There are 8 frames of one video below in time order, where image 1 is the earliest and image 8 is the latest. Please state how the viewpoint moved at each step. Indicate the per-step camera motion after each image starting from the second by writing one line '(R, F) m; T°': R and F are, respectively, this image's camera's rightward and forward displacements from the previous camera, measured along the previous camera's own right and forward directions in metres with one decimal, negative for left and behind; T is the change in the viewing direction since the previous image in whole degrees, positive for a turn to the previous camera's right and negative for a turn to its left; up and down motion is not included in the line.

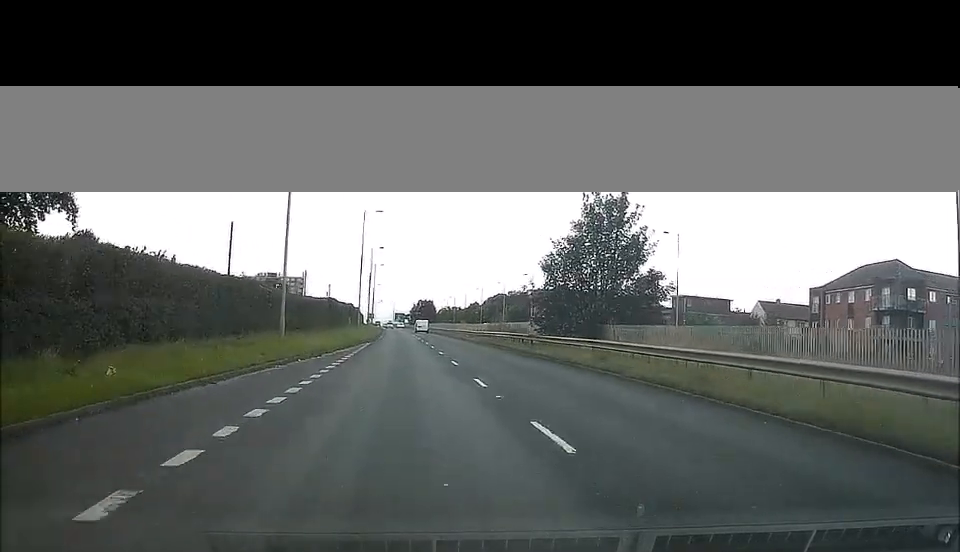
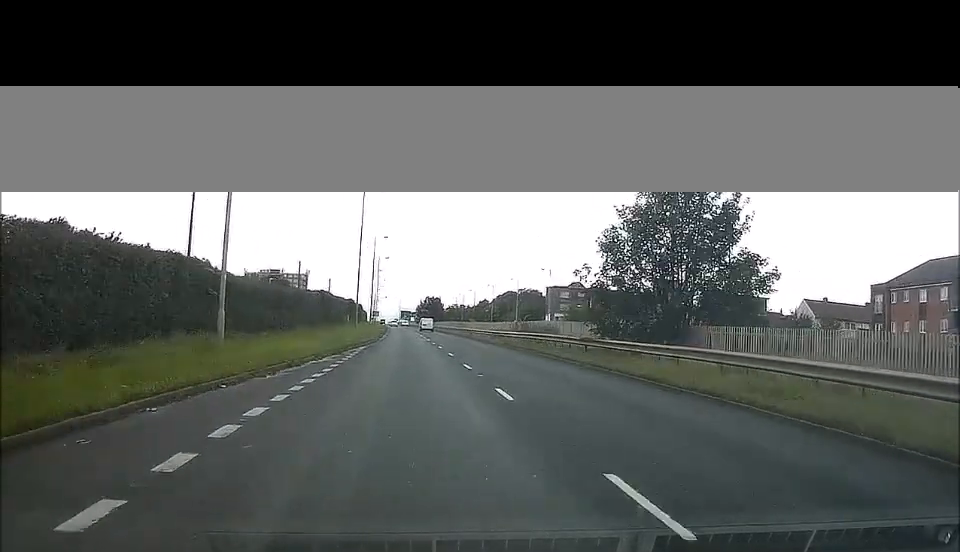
(+0.1, +12.4) m; 0°
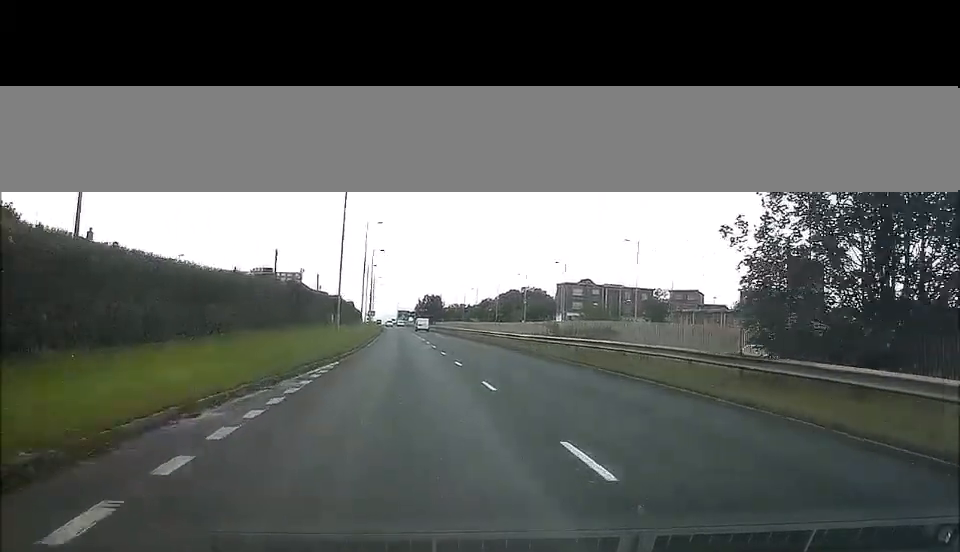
(-0.1, +16.0) m; 0°
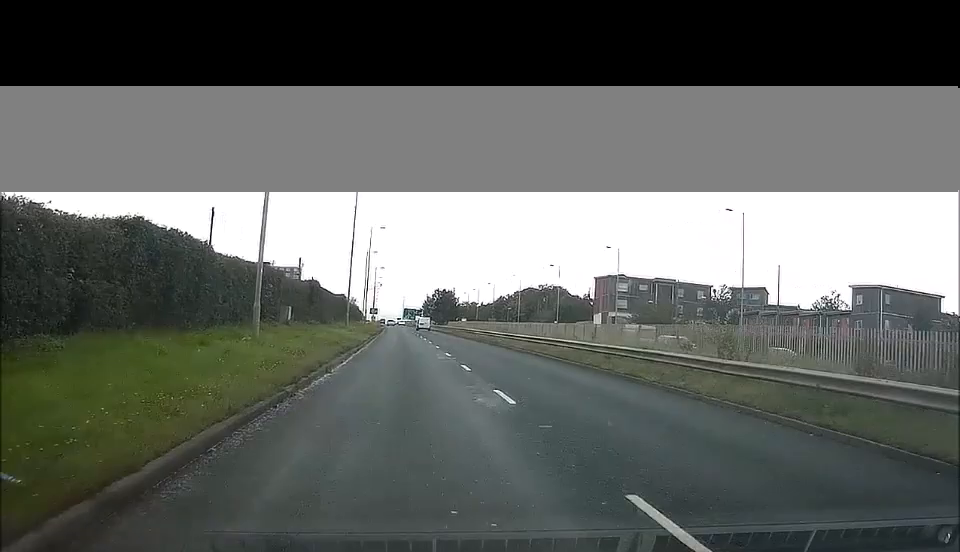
(+0.1, +29.5) m; 0°
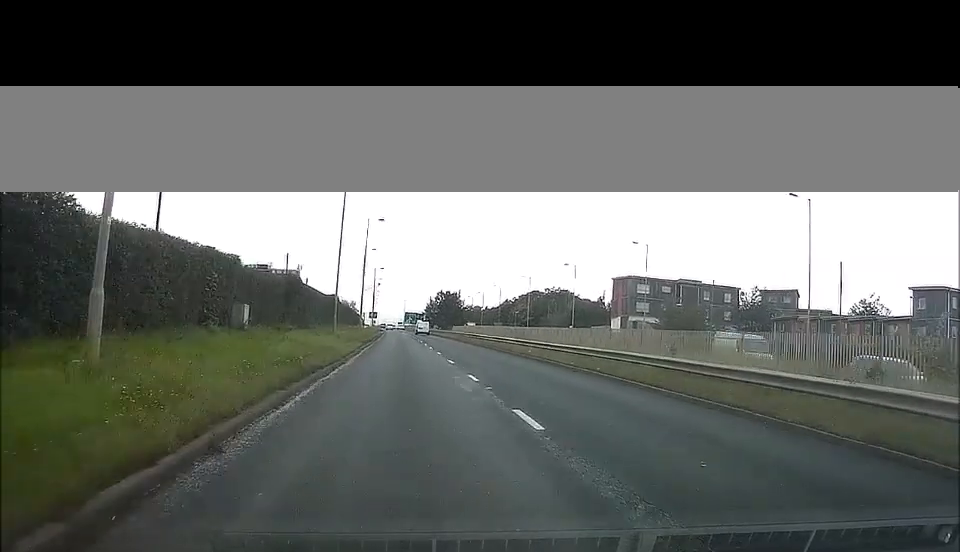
(-0.1, +11.4) m; 0°
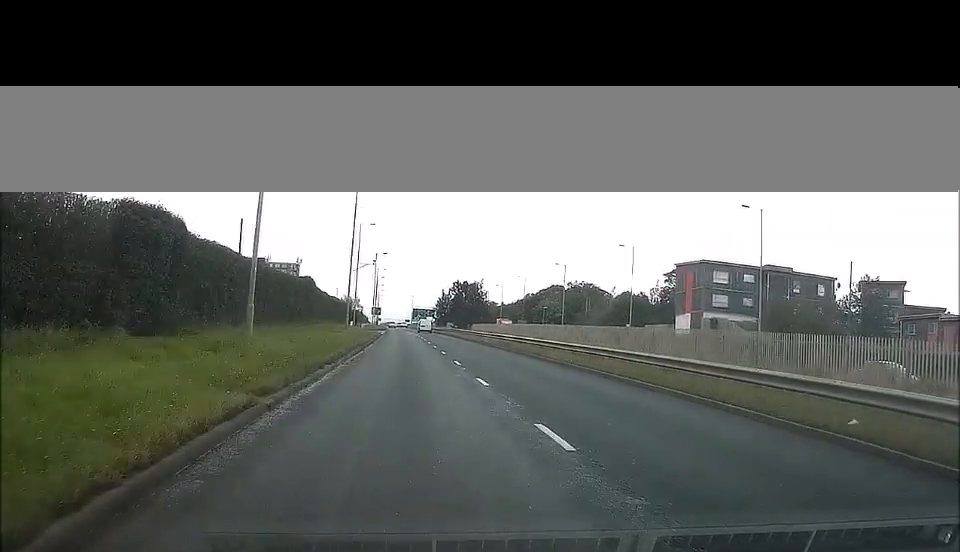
(0.0, +29.0) m; 0°
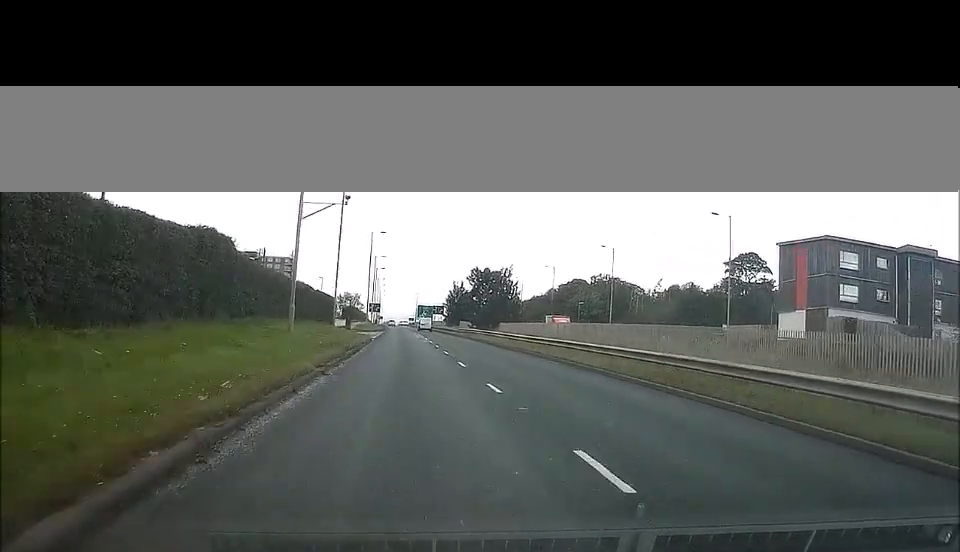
(-0.1, +29.5) m; -1°
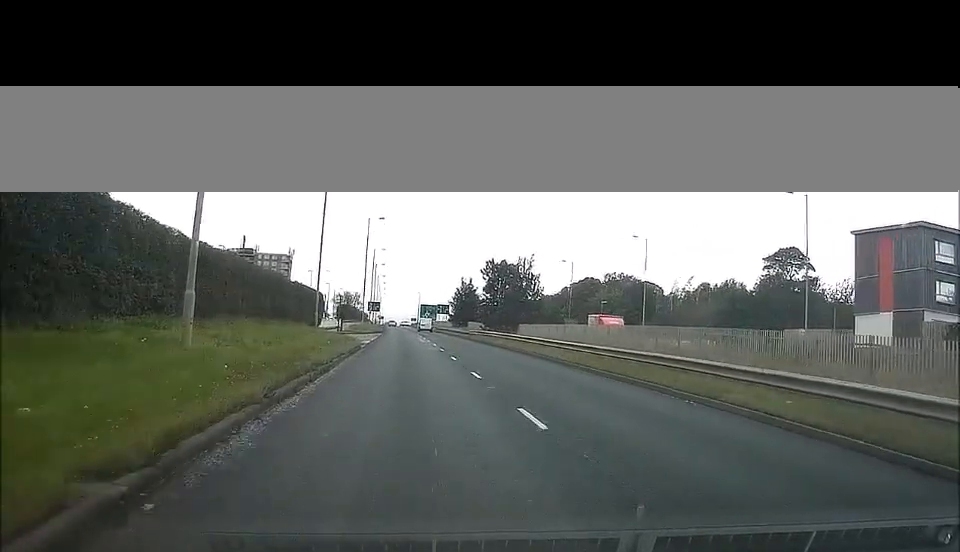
(-0.1, +13.9) m; 0°
